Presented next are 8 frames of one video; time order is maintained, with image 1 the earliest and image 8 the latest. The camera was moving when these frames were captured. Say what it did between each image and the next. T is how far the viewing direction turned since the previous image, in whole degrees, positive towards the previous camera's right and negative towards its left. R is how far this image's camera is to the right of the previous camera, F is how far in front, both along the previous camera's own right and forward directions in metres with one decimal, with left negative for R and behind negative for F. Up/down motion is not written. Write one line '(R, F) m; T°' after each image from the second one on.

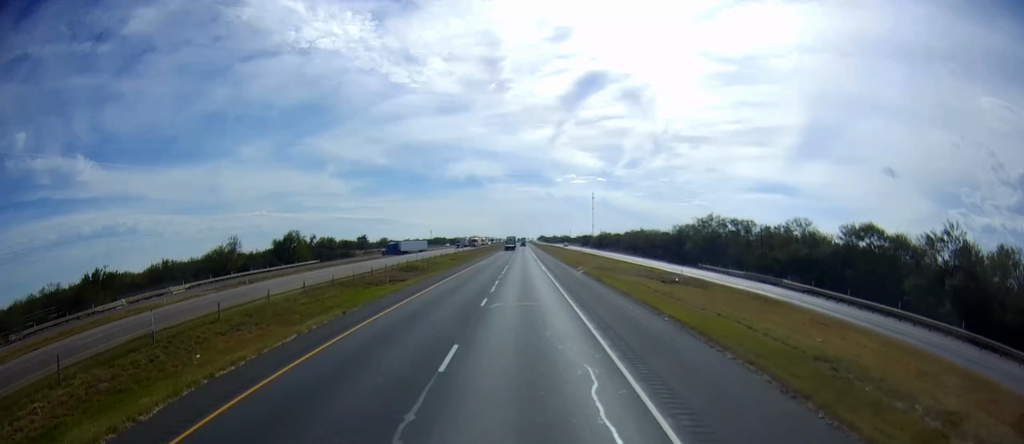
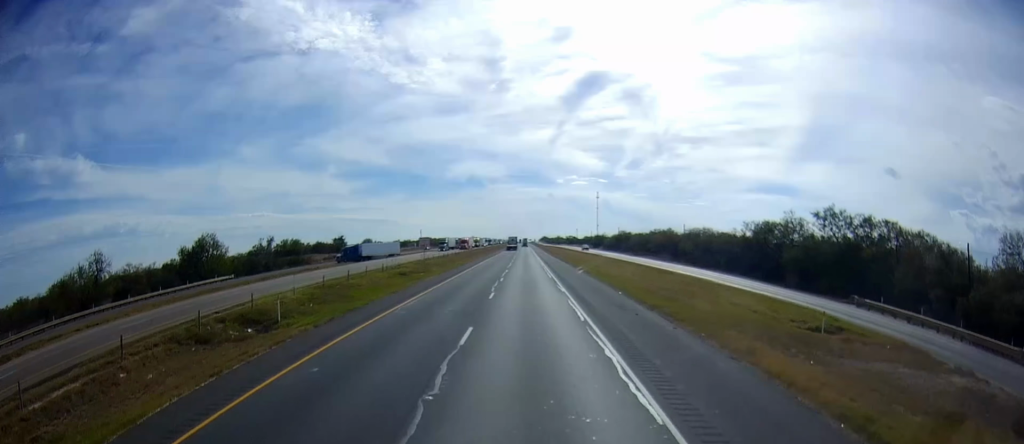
(-0.6, +45.2) m; -1°
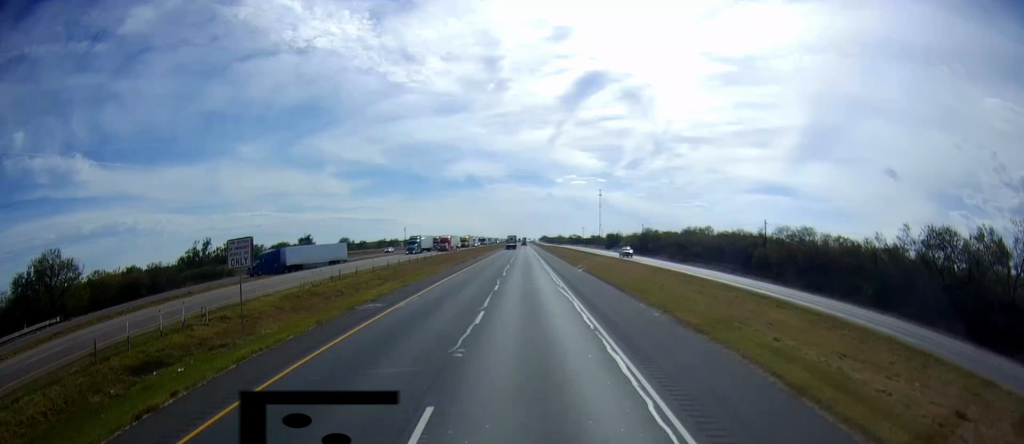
(0.0, +44.7) m; 0°
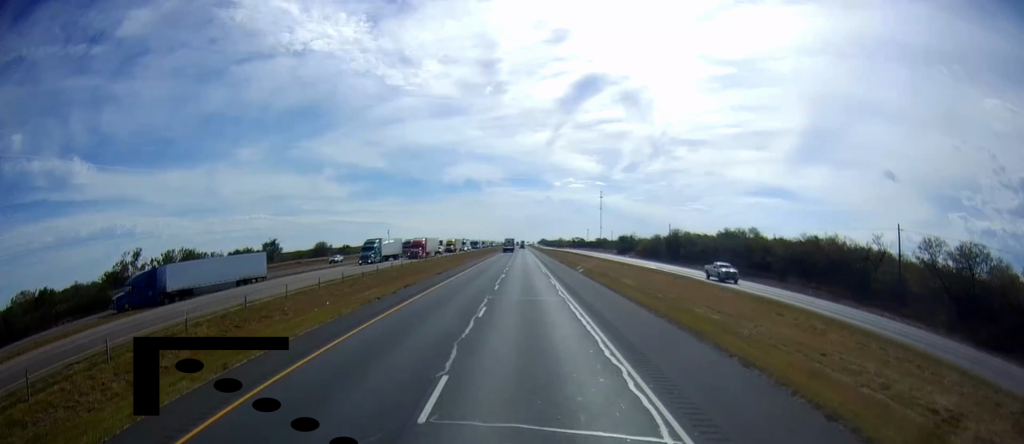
(-0.1, +34.0) m; 0°
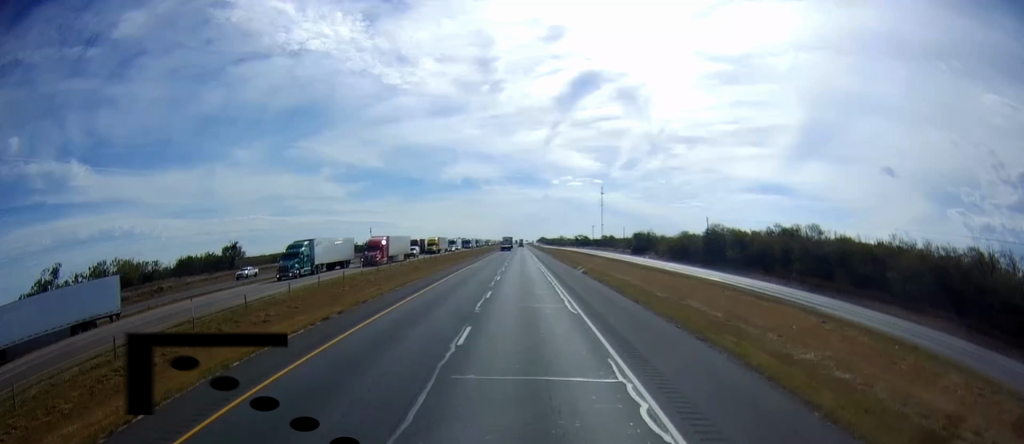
(+0.2, +29.9) m; 0°
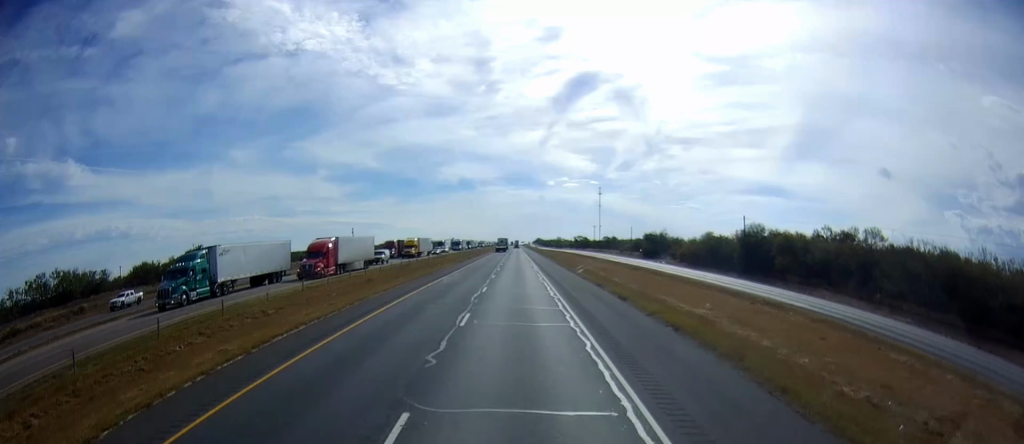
(-0.1, +20.8) m; +1°
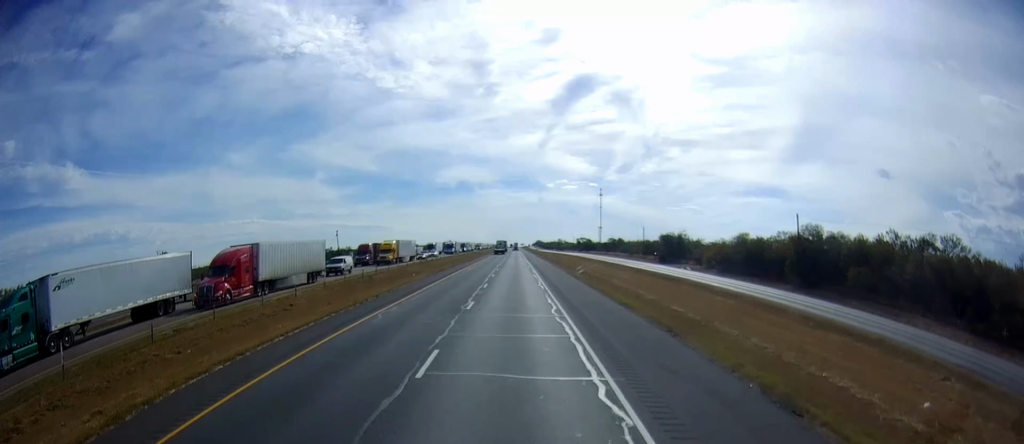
(+0.1, +18.7) m; 0°
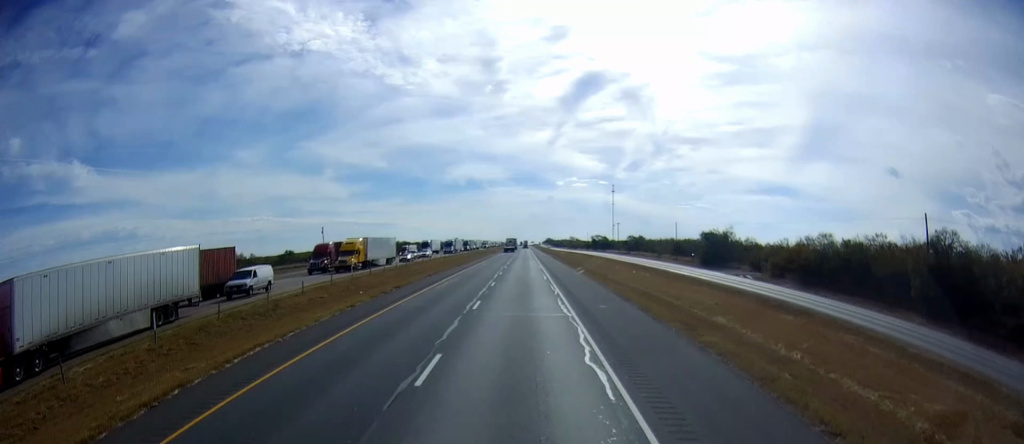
(+0.3, +24.7) m; 0°
